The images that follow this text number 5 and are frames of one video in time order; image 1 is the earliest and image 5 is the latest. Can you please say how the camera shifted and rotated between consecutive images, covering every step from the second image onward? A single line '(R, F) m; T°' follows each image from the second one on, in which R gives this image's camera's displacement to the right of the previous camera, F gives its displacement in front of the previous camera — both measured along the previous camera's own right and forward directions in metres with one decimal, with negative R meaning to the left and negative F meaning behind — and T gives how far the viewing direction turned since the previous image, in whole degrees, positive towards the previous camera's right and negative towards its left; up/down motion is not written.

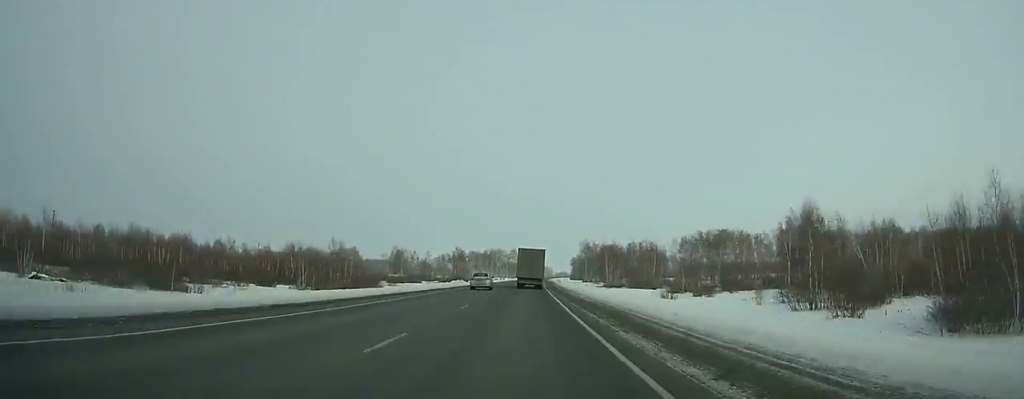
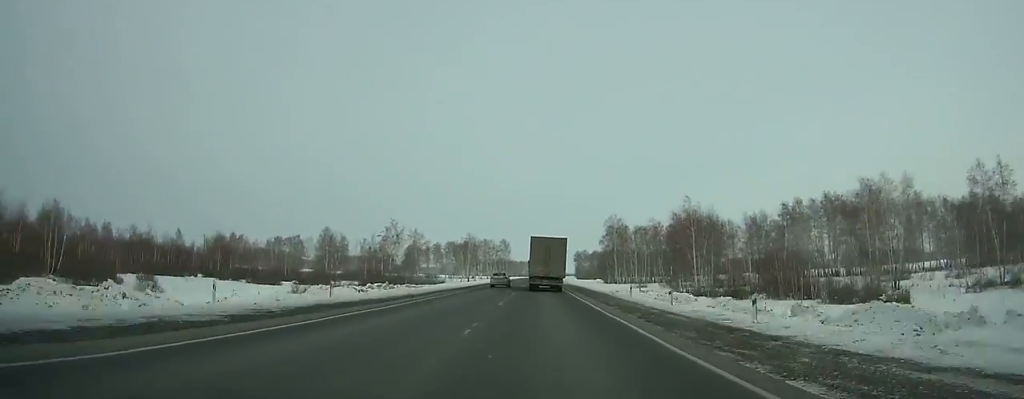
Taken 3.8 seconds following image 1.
(+0.7, +95.9) m; 0°
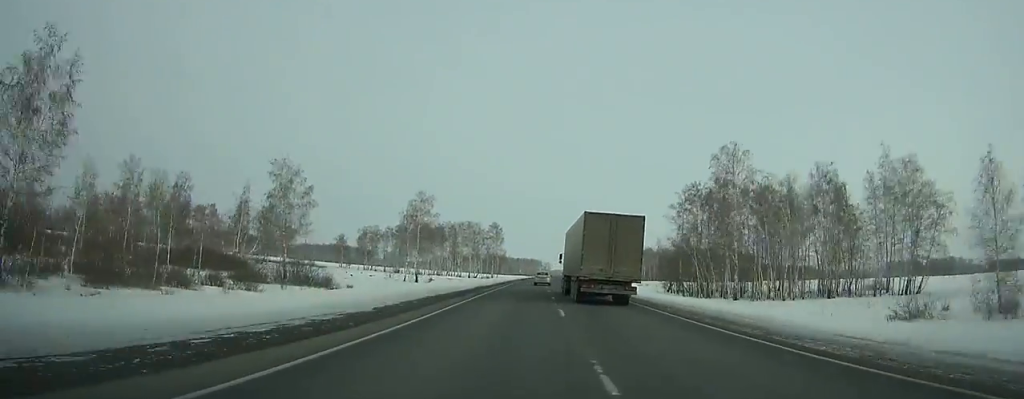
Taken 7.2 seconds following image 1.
(-0.3, +91.1) m; +1°
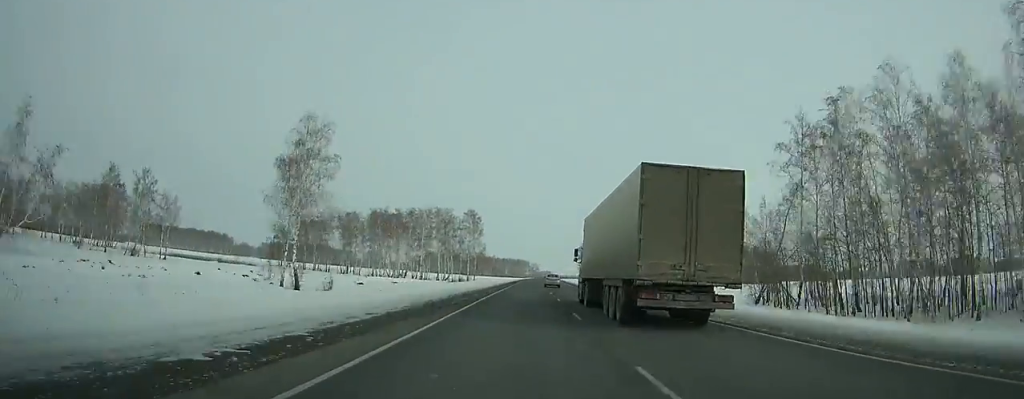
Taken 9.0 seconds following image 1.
(+0.7, +50.4) m; +1°
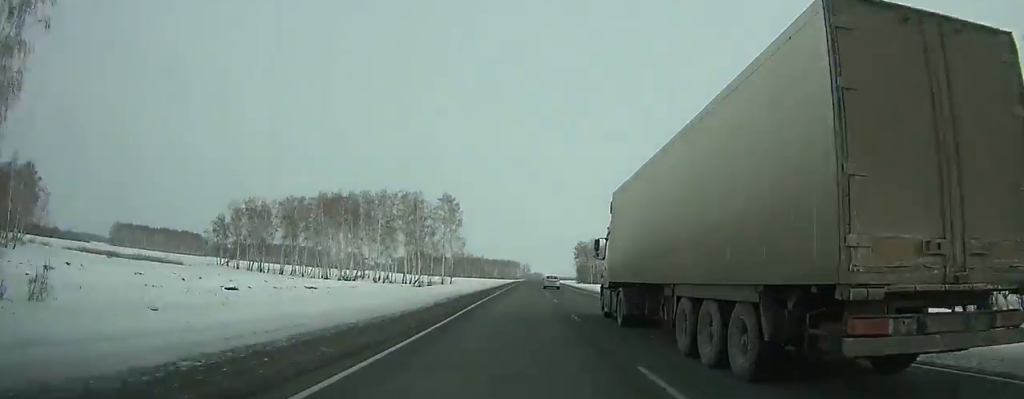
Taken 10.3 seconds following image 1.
(+0.1, +36.6) m; +1°
